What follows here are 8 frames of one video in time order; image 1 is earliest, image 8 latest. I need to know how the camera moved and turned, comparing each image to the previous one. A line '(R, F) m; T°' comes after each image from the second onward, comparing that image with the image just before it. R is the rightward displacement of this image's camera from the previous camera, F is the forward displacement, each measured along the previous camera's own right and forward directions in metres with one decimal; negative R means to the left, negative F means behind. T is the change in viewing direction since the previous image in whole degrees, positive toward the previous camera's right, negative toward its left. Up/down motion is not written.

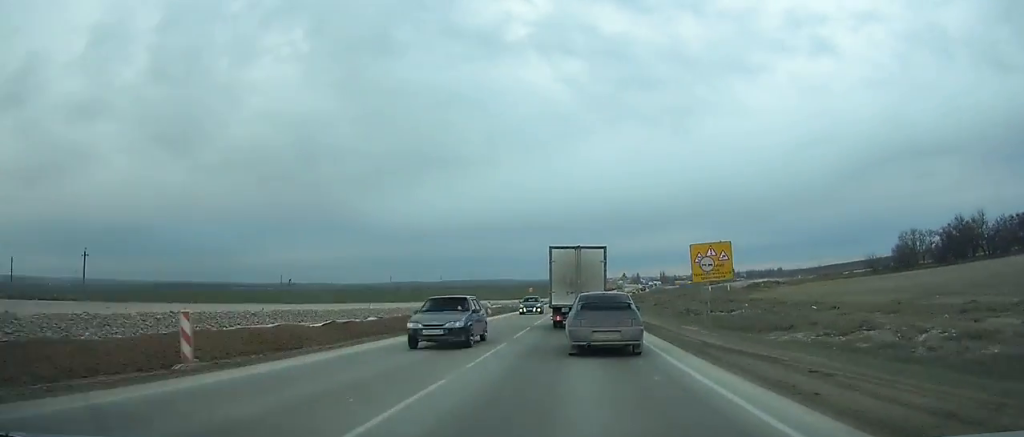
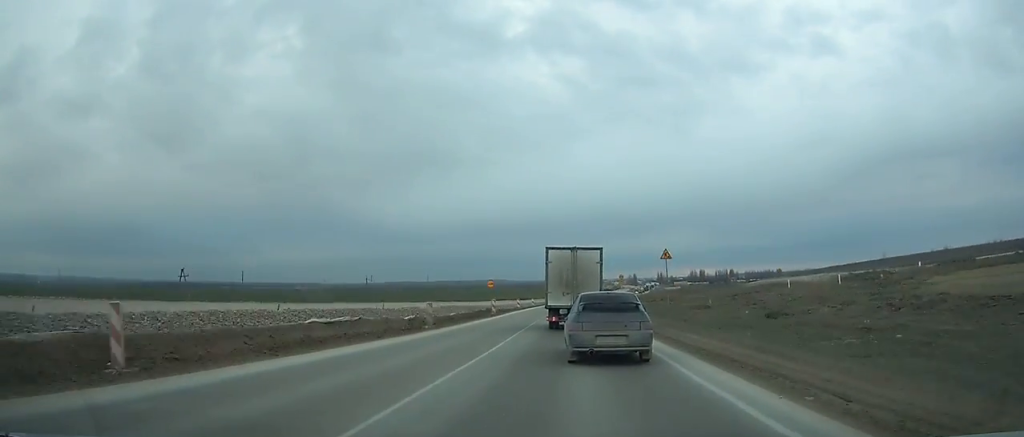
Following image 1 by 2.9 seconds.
(0.0, +40.0) m; 0°
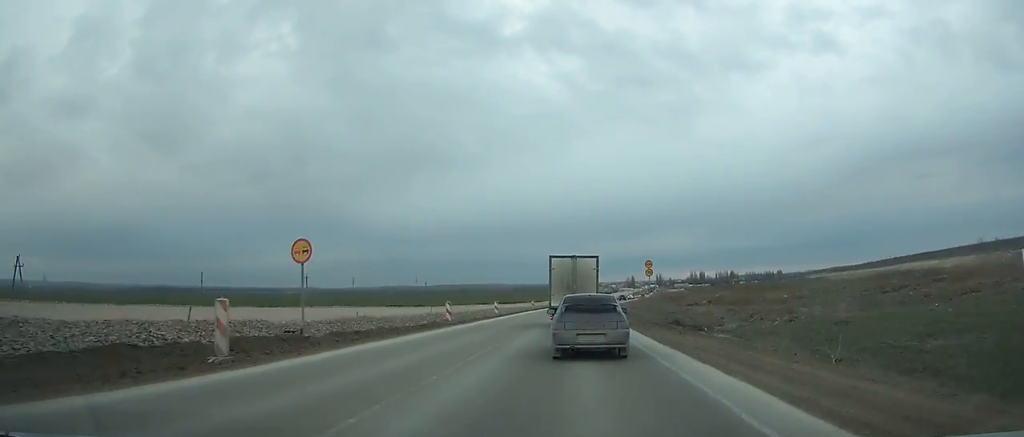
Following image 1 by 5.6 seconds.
(+0.2, +37.1) m; +1°
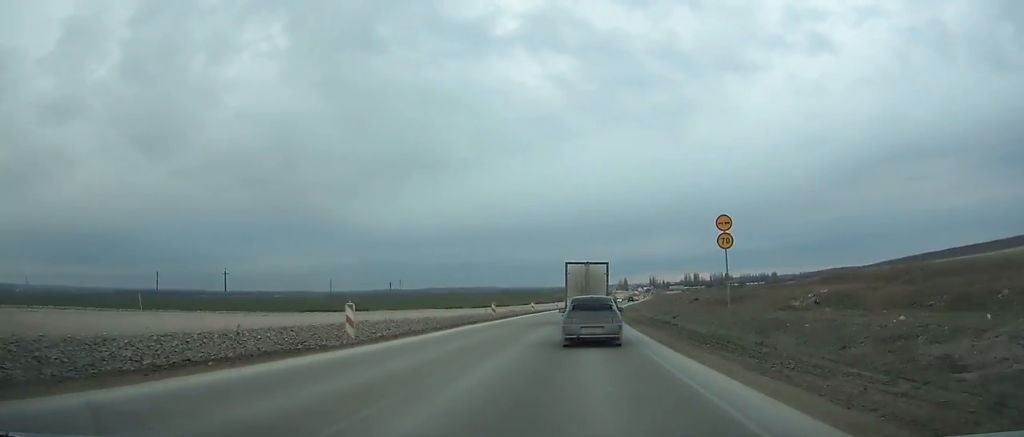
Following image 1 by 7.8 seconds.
(0.0, +30.7) m; +1°
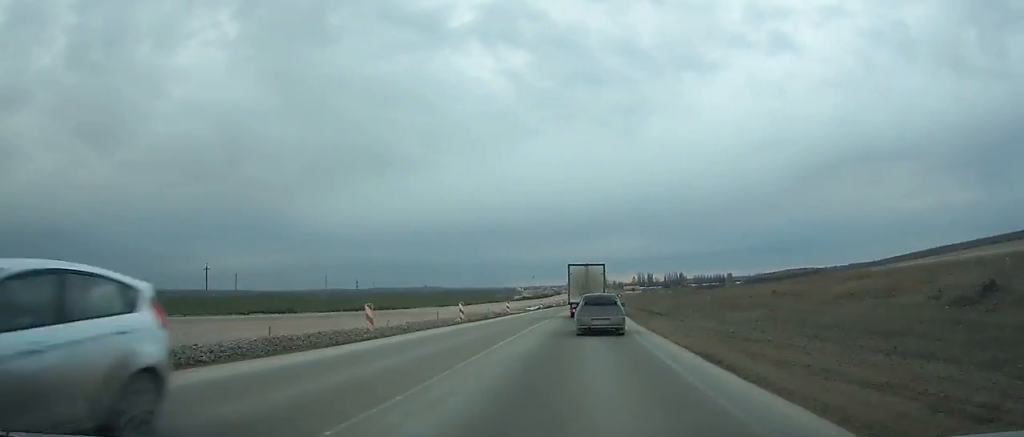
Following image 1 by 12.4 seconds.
(+2.8, +67.1) m; +4°
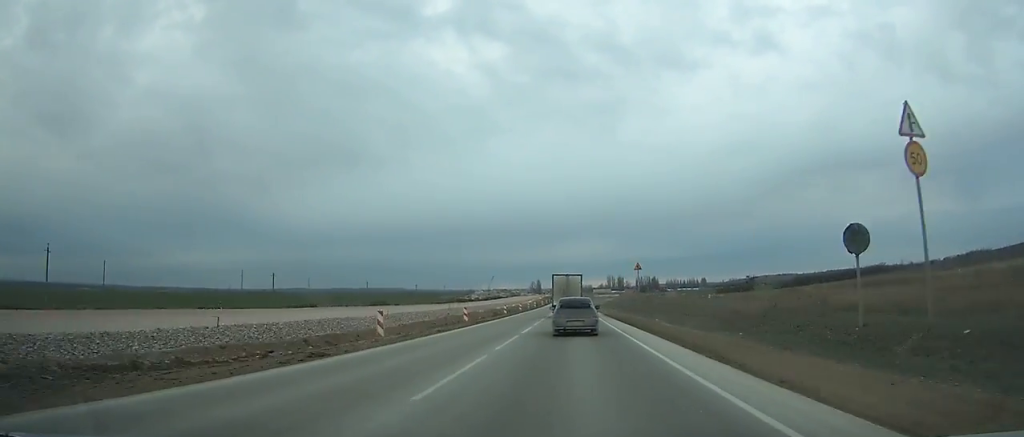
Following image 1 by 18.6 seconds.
(+2.7, +96.3) m; +3°
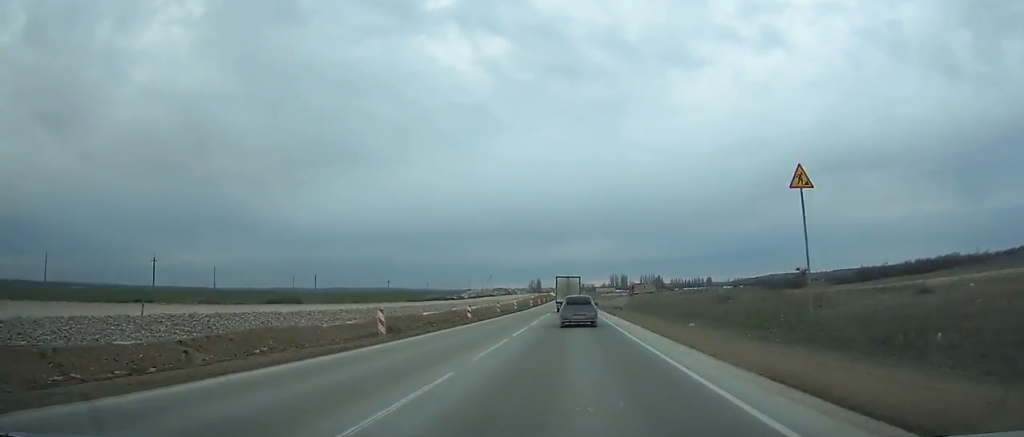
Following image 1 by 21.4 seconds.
(+0.3, +46.5) m; +1°
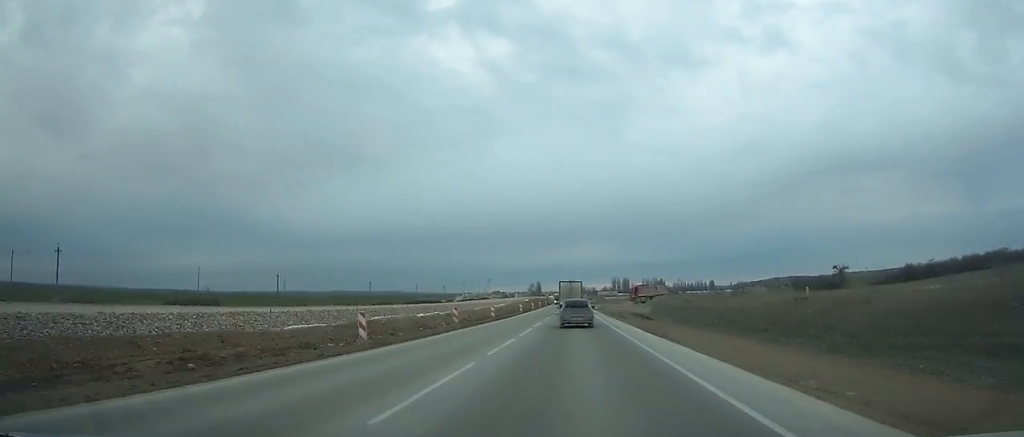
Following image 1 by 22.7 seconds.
(0.0, +22.2) m; 0°
